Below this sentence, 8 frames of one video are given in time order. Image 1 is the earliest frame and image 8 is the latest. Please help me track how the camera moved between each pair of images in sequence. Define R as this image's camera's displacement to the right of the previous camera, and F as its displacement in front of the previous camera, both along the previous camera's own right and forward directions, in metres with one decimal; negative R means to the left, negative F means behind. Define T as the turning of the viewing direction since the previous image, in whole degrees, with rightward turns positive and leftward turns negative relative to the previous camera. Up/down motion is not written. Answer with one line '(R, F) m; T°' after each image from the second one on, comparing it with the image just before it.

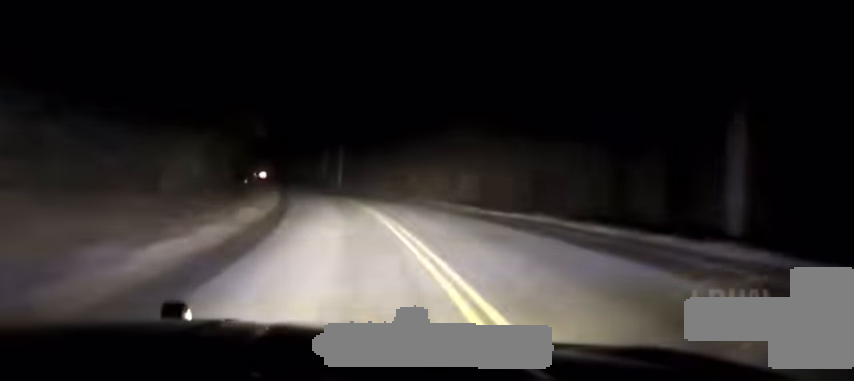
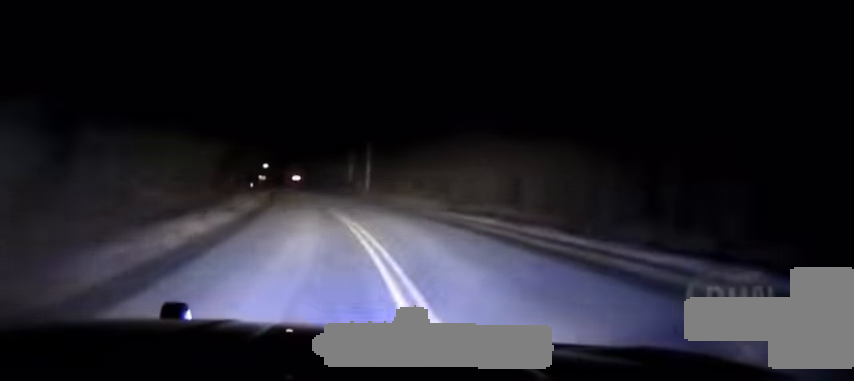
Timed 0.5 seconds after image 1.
(-0.1, +23.4) m; -2°
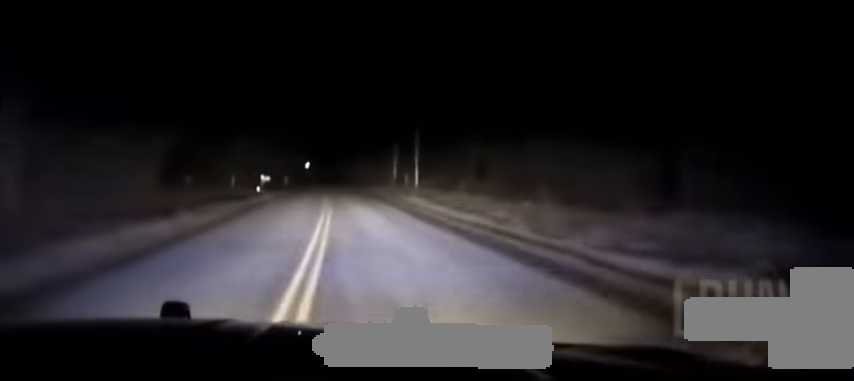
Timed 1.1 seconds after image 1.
(-0.5, +26.4) m; -3°
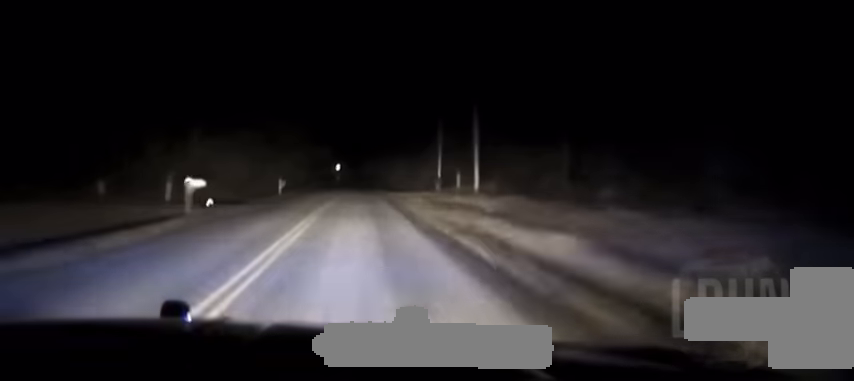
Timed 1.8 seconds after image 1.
(-1.0, +29.3) m; -4°
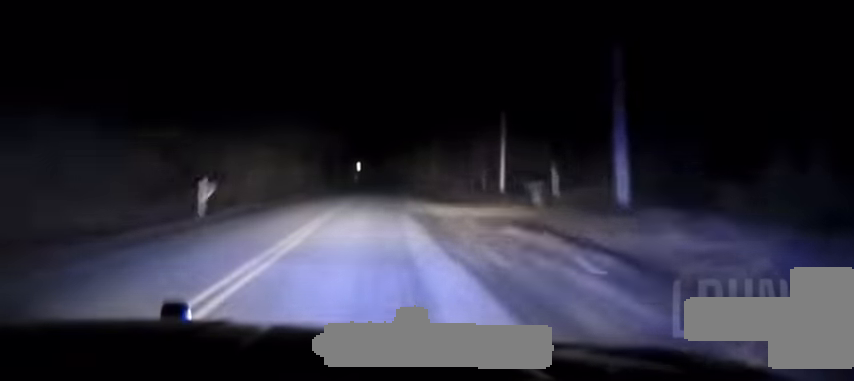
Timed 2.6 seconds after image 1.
(-1.2, +33.1) m; -1°
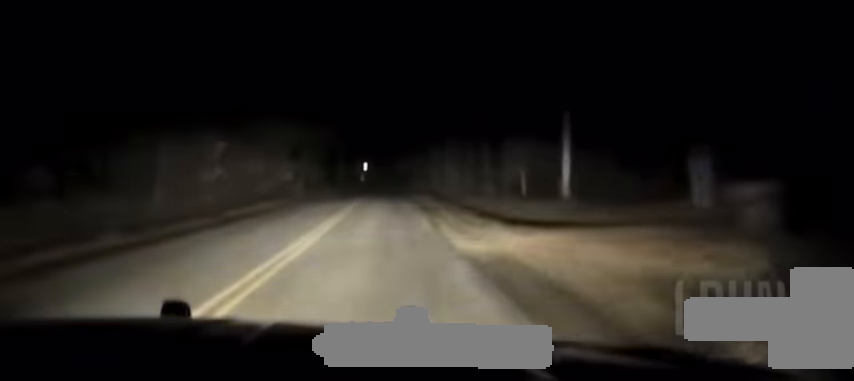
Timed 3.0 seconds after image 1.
(-0.2, +17.5) m; 0°
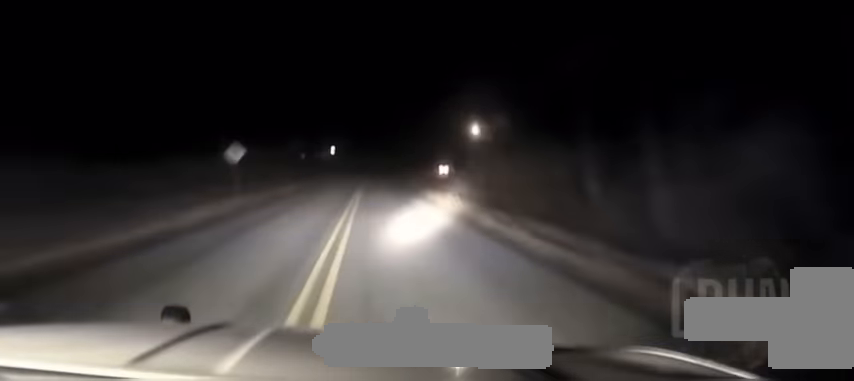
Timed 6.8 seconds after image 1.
(+2.1, +166.4) m; +2°
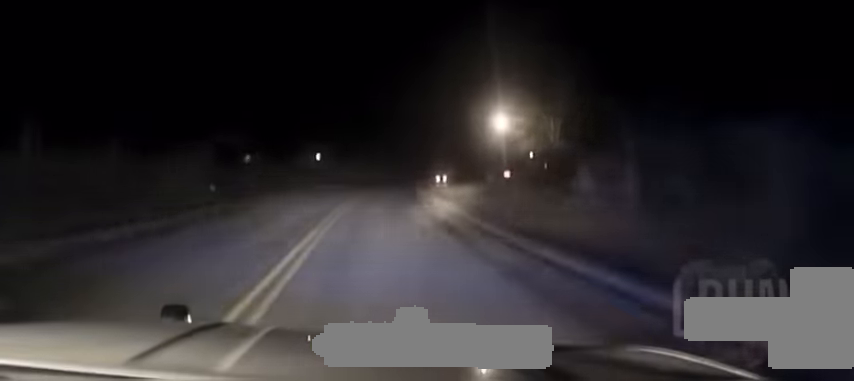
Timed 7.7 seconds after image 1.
(+0.1, +35.9) m; +2°
